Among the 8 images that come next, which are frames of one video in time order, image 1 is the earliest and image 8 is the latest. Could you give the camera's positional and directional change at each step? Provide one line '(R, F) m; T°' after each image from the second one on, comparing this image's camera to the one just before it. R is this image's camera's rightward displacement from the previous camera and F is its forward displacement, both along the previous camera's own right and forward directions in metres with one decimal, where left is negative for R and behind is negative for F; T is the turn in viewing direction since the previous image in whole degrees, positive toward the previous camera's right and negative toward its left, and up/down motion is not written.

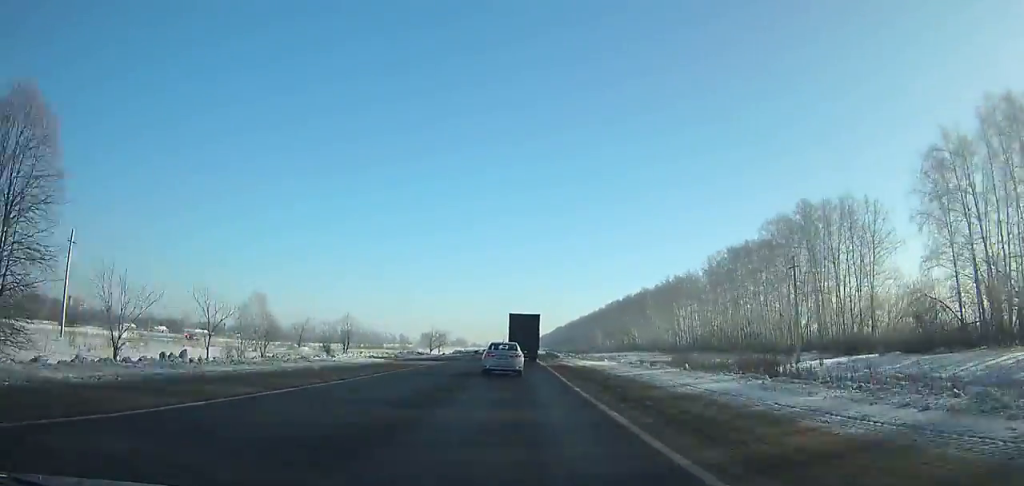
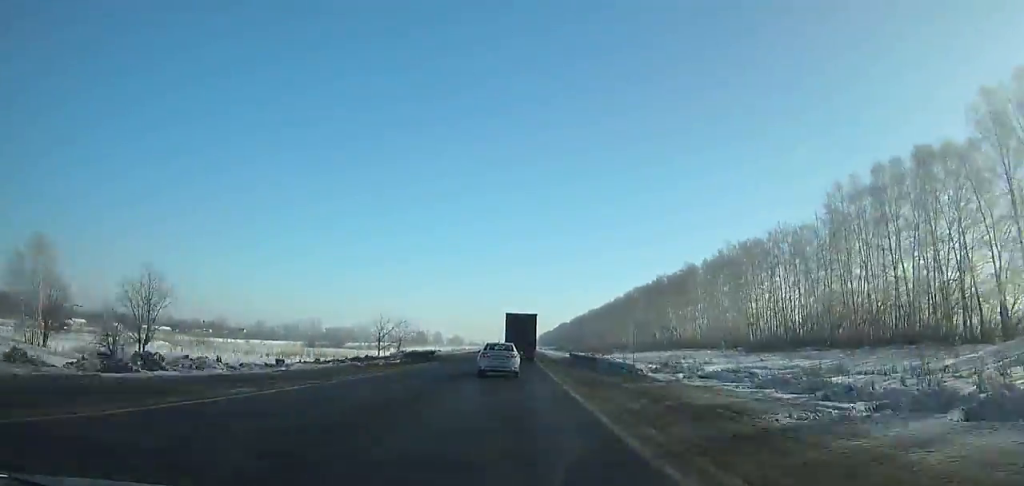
(+0.1, +62.3) m; 0°
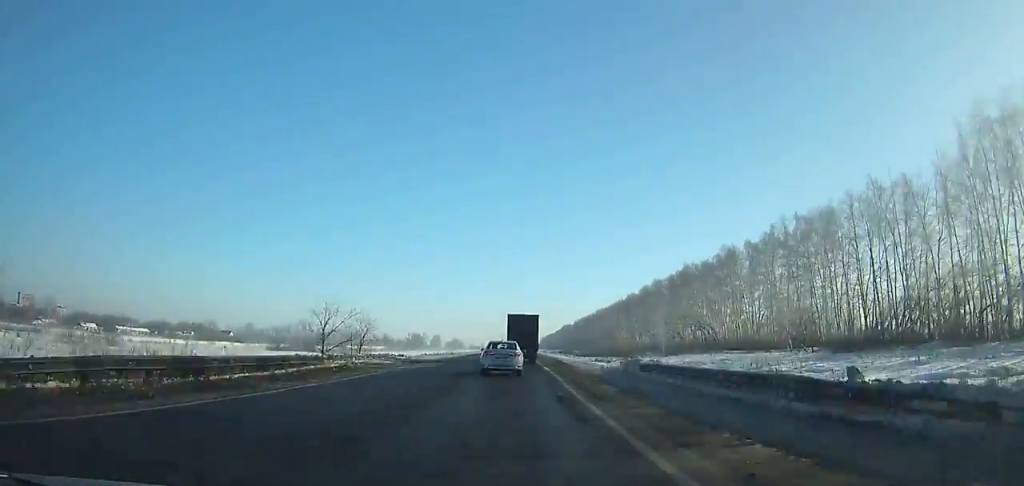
(0.0, +32.0) m; 0°
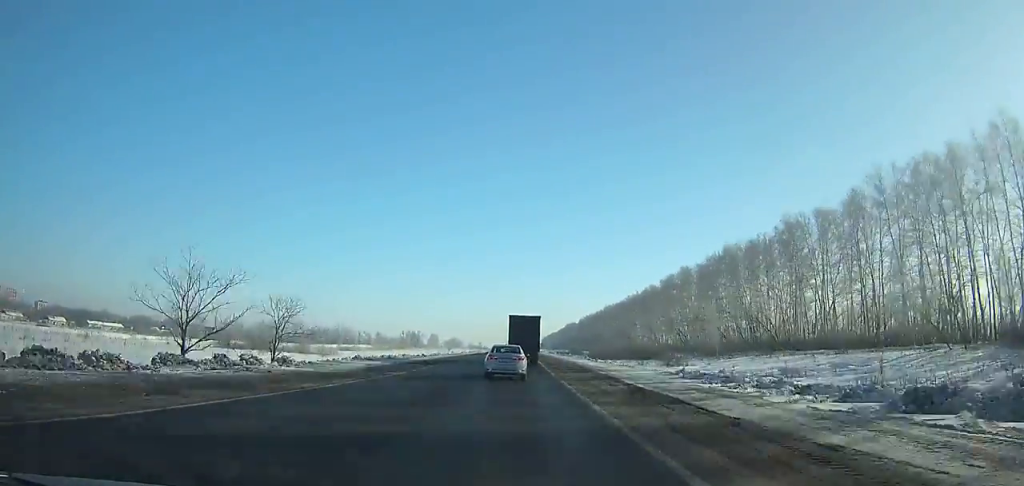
(0.0, +34.1) m; 0°
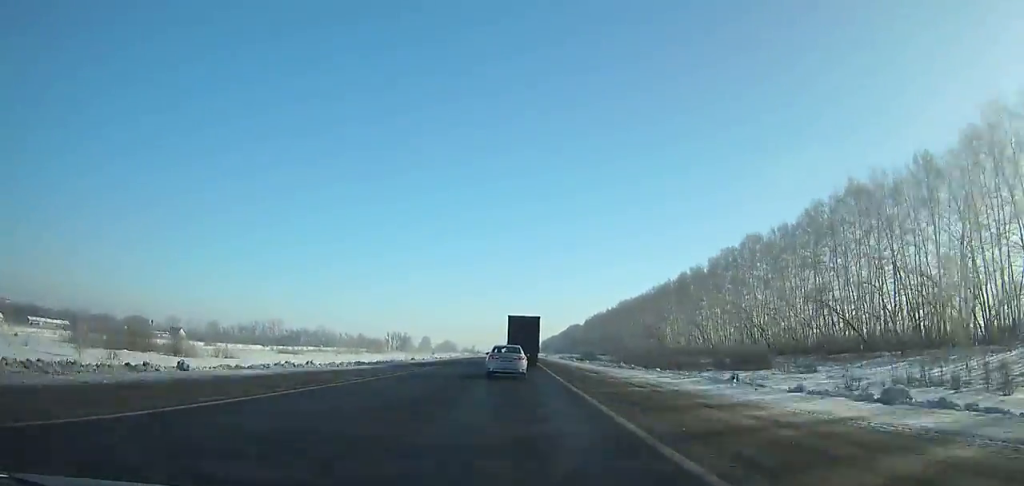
(0.0, +55.1) m; 0°
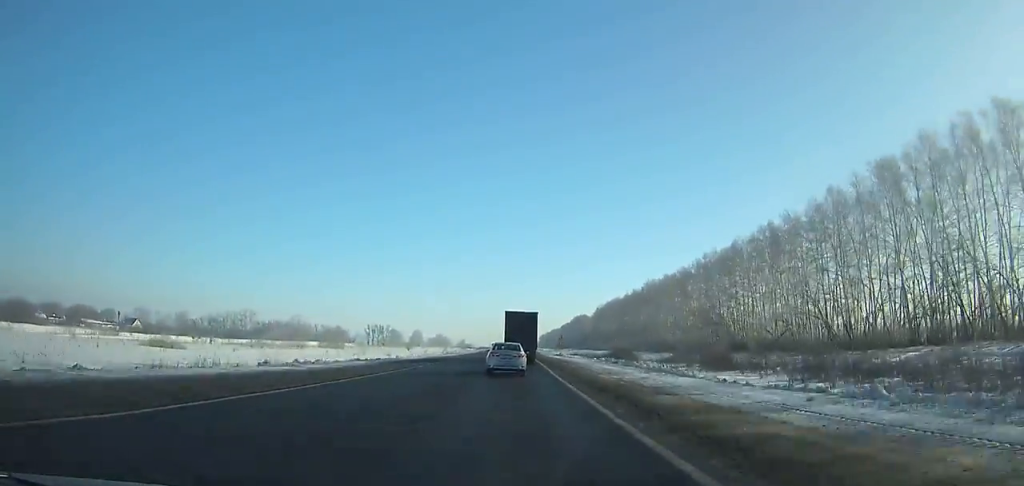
(+0.2, +61.2) m; 0°
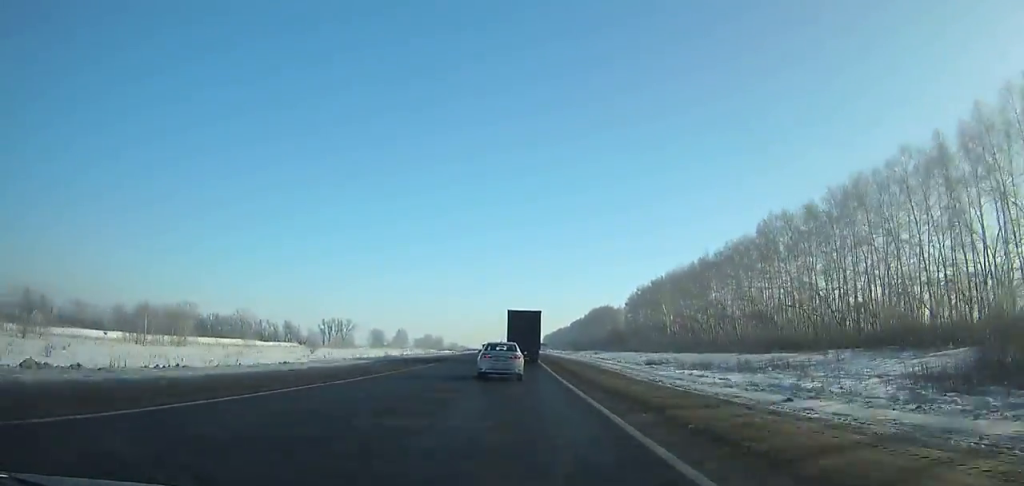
(-0.1, +105.6) m; 0°
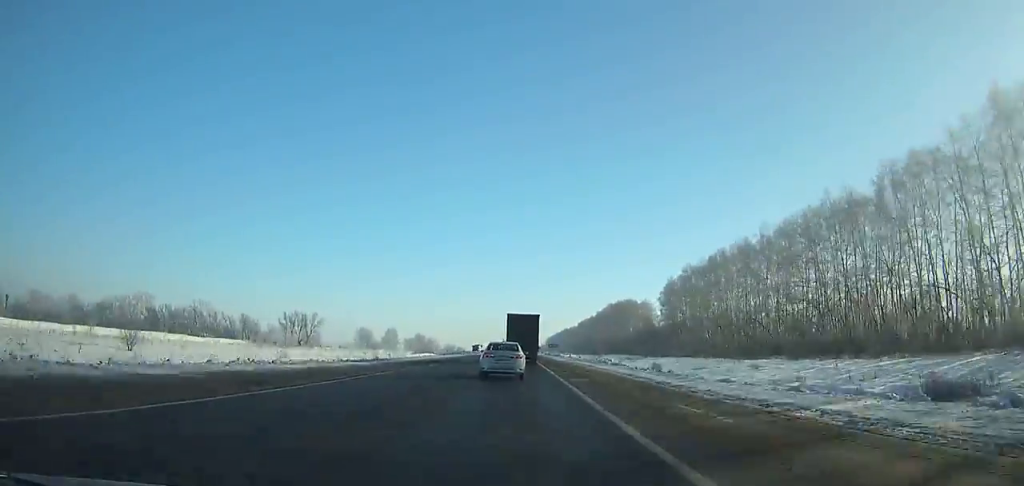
(-0.2, +60.8) m; 0°
